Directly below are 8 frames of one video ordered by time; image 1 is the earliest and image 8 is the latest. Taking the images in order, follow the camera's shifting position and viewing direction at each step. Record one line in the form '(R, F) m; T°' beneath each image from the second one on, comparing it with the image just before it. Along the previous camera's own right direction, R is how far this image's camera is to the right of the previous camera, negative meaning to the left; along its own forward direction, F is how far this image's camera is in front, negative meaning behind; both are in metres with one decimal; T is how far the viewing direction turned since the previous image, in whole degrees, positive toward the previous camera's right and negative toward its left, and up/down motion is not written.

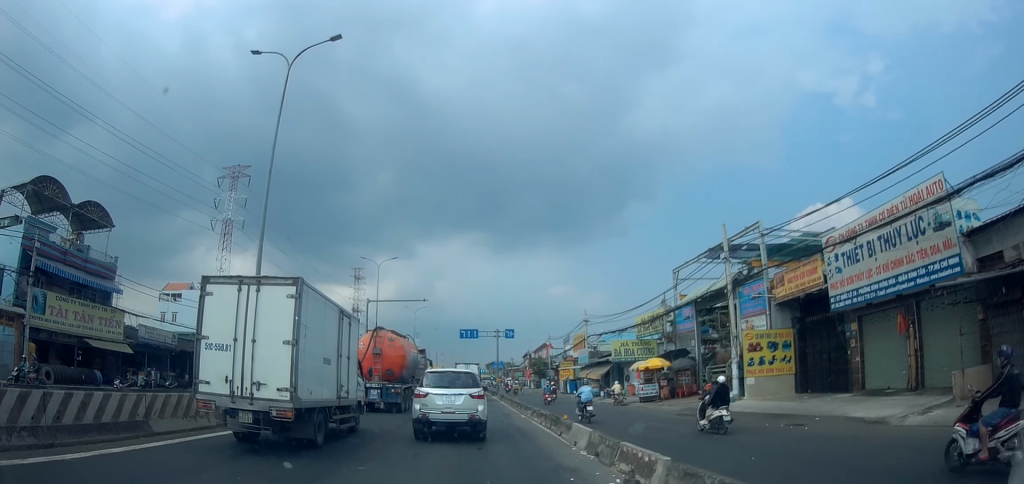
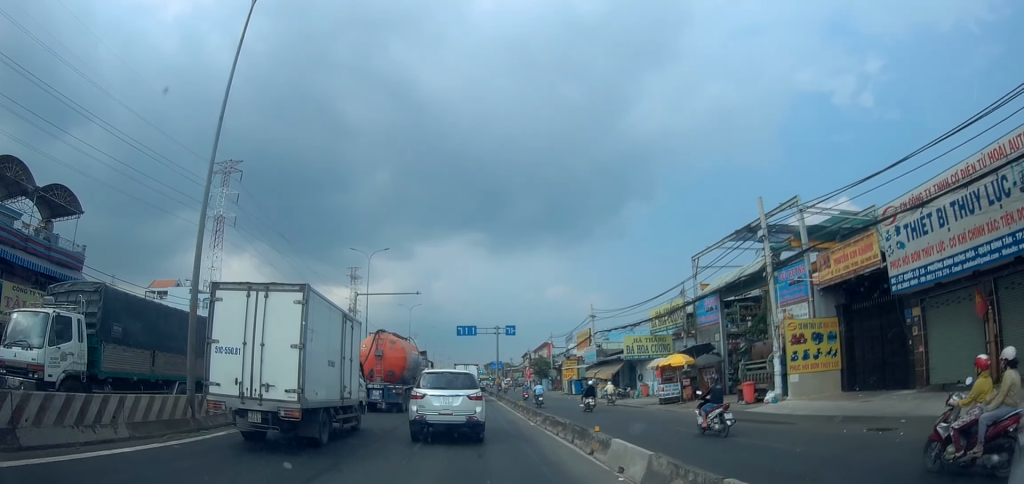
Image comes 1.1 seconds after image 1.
(0.0, +3.7) m; 0°
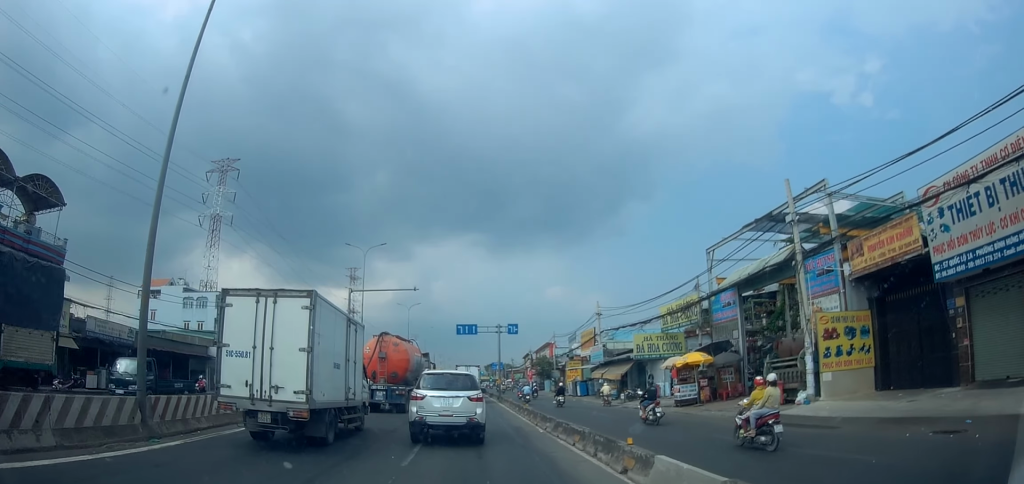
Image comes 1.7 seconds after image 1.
(-0.2, +2.2) m; 0°
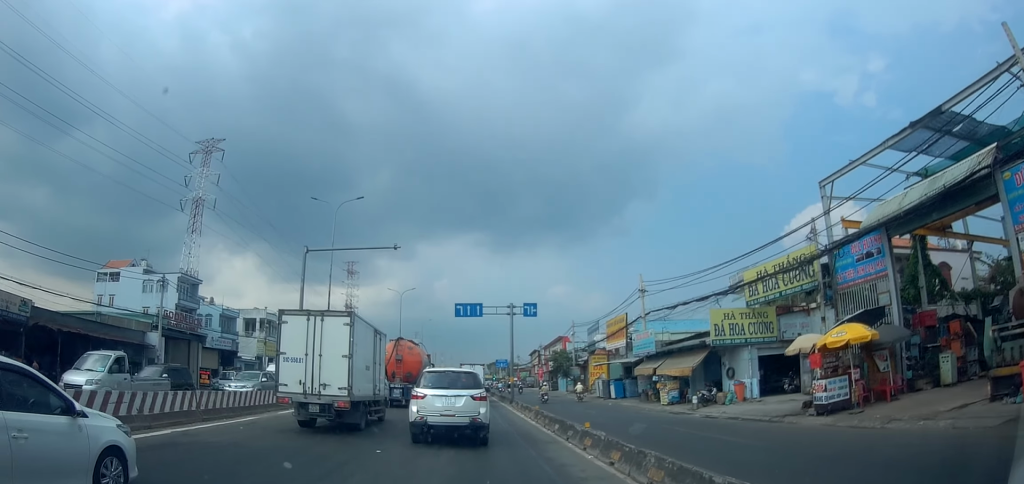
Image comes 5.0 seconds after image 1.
(-0.7, +11.3) m; -1°
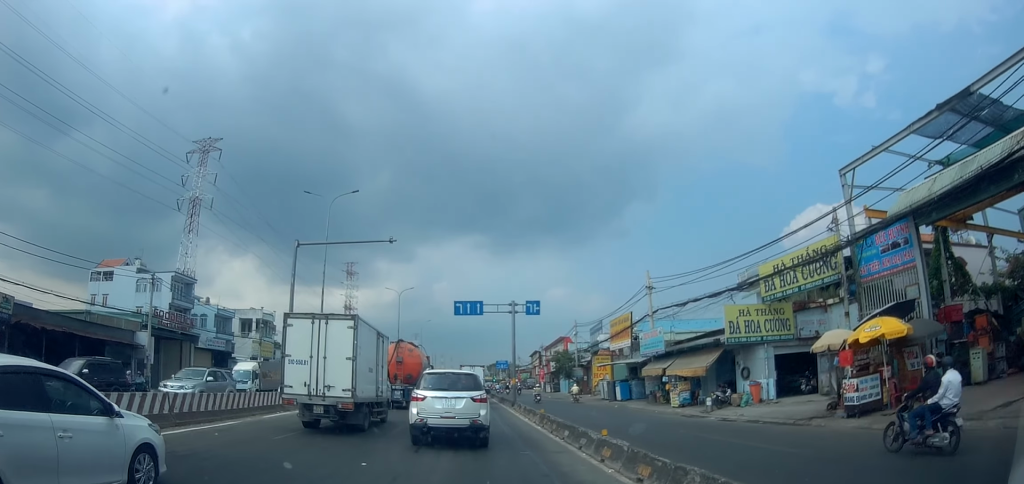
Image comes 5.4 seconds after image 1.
(+0.3, +1.5) m; 0°
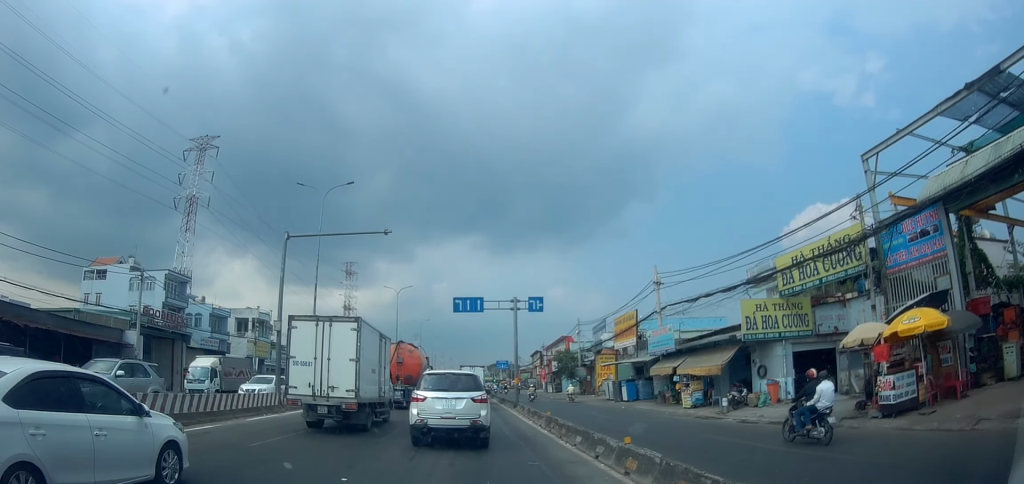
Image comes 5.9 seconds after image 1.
(-0.1, +1.5) m; 0°
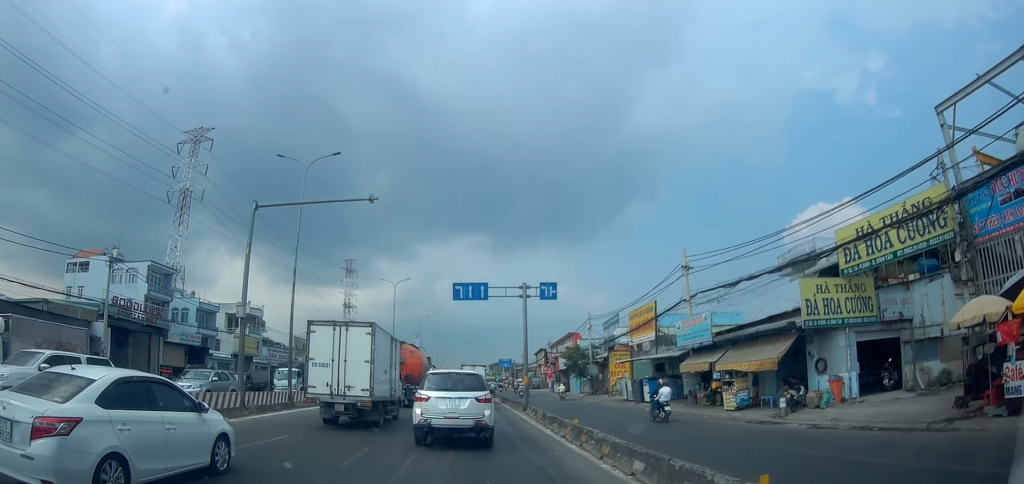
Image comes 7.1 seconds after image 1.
(-0.1, +4.2) m; -1°
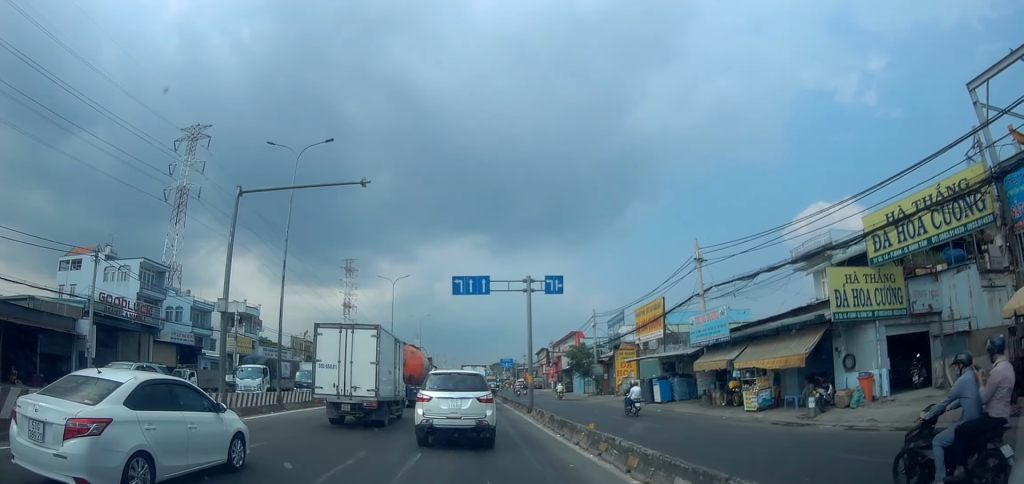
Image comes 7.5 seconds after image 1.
(+0.3, +1.7) m; -1°
